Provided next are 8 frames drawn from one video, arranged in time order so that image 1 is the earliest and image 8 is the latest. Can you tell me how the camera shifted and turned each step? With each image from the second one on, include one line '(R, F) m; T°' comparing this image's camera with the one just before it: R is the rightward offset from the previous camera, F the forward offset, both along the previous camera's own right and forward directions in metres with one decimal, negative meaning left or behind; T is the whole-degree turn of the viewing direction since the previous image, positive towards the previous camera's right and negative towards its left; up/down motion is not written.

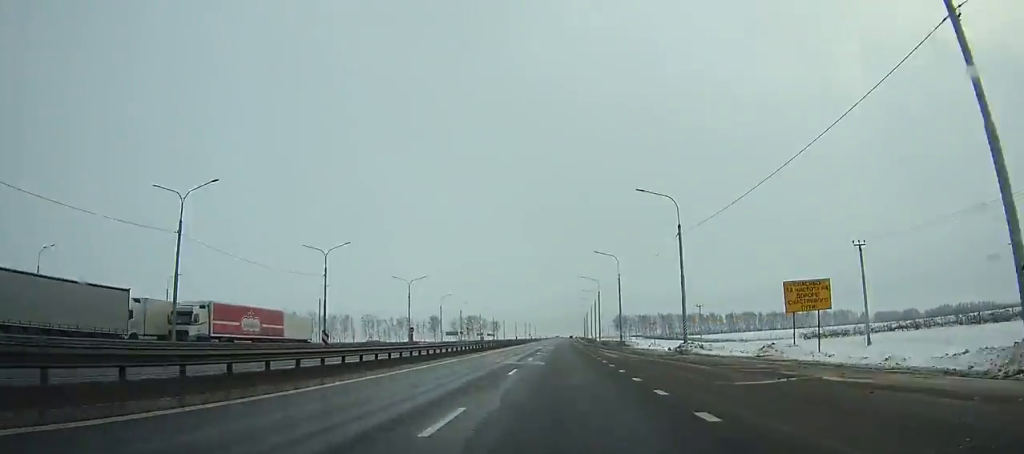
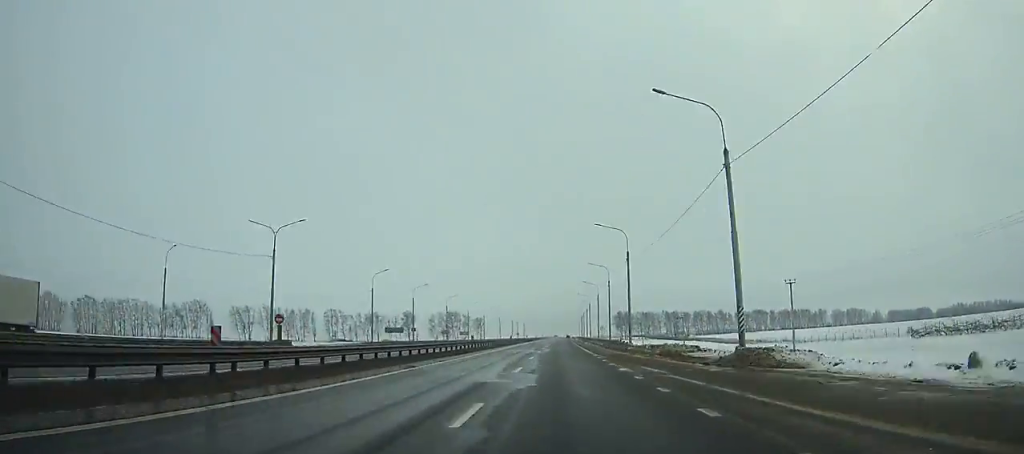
(+0.2, +45.8) m; 0°
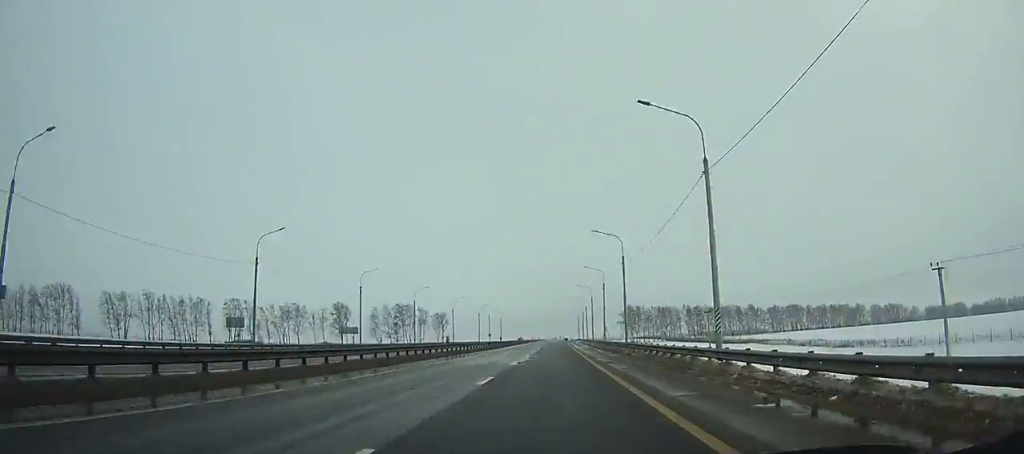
(+0.8, +88.7) m; +1°
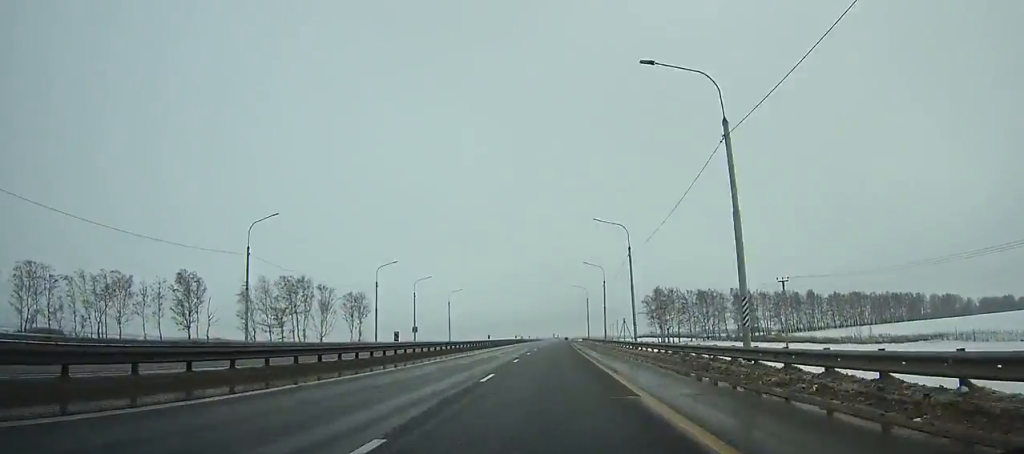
(+0.7, +94.7) m; +1°
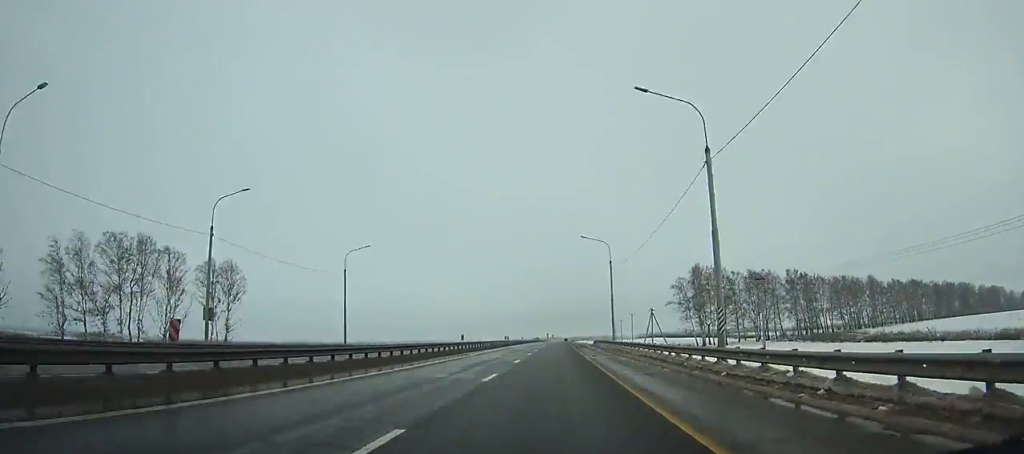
(+0.1, +57.4) m; 0°
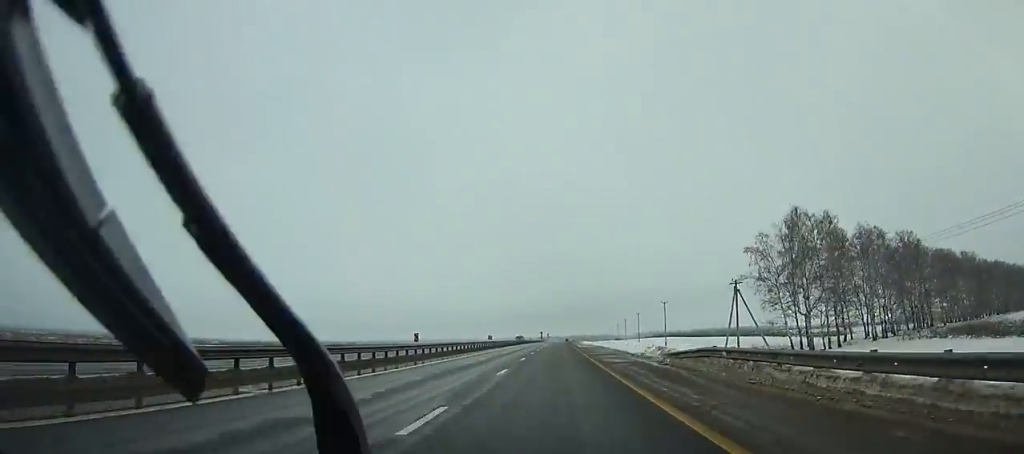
(0.0, +57.3) m; 0°
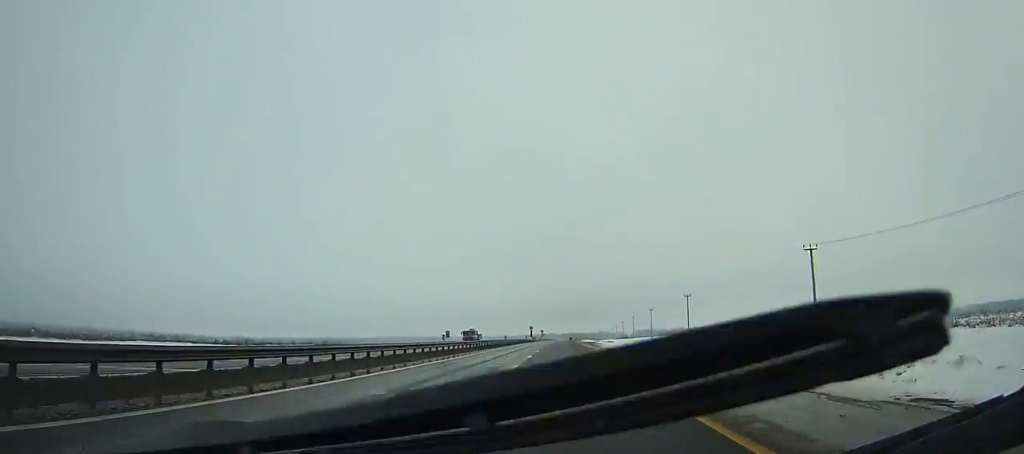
(+0.2, +68.4) m; +1°
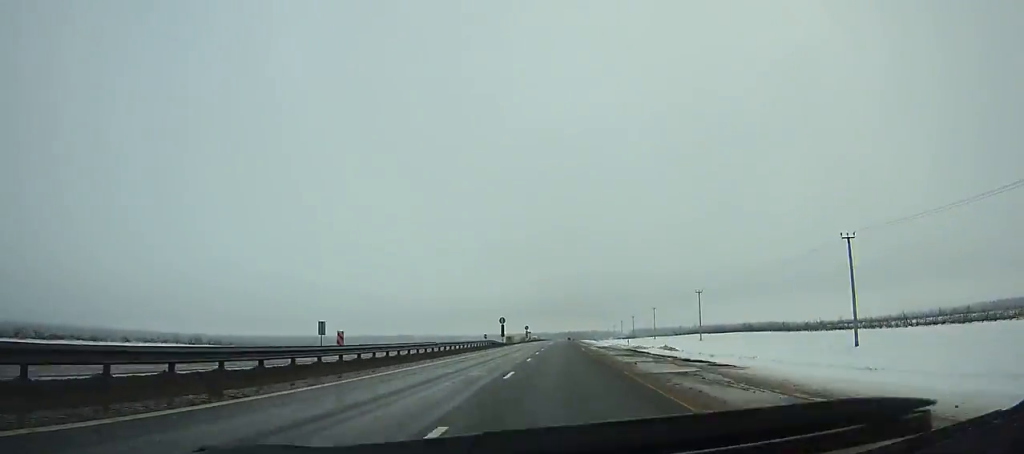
(+0.7, +62.3) m; +1°
